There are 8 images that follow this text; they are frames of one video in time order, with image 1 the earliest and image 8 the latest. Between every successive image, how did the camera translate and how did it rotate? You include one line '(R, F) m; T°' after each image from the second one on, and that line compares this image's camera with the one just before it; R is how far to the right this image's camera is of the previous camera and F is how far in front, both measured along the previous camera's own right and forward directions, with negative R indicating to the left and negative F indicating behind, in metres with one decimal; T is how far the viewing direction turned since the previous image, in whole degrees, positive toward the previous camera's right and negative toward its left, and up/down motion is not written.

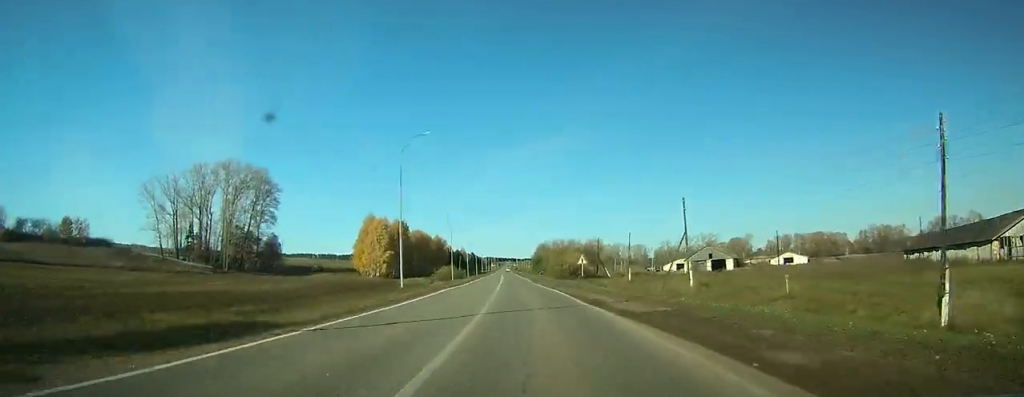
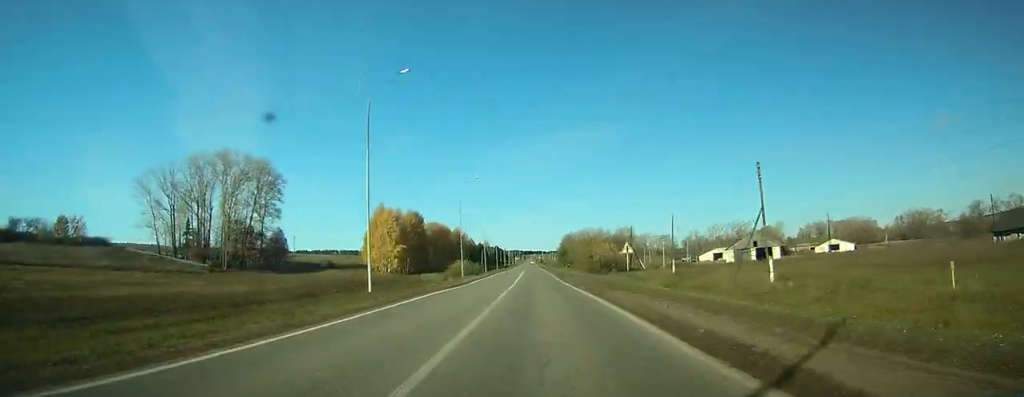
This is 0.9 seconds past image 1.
(-0.8, +13.8) m; -2°
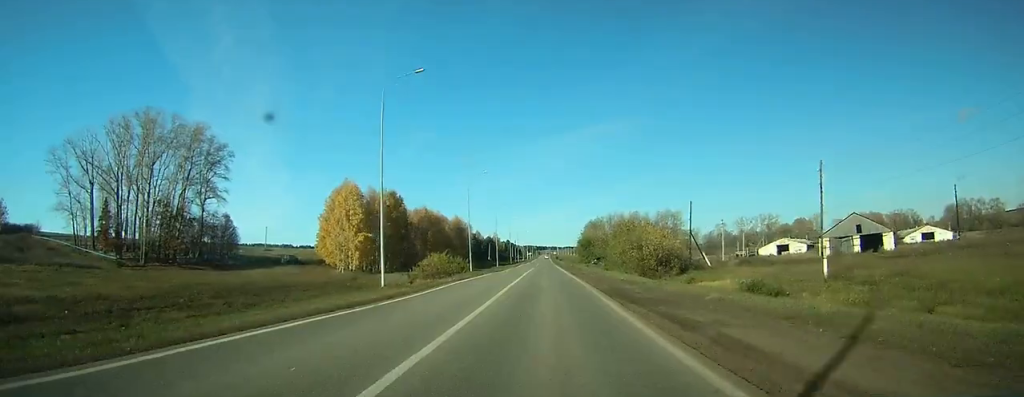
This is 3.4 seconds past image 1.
(-1.9, +38.5) m; -4°
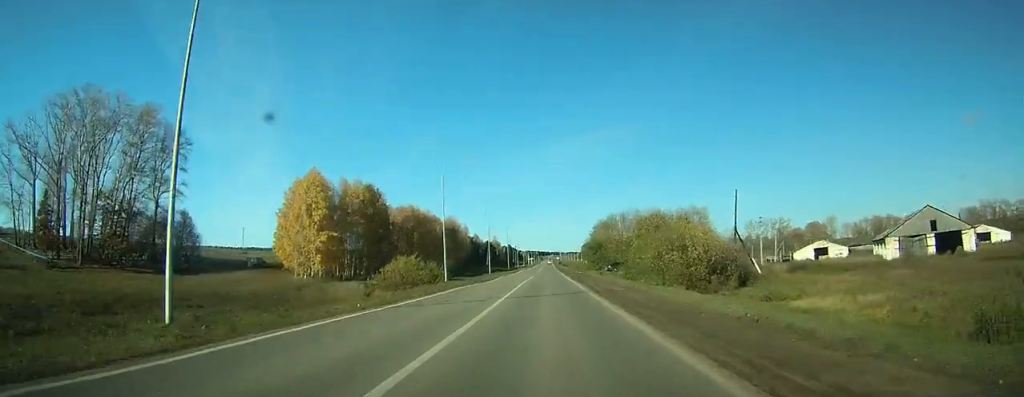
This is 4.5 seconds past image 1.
(-0.1, +19.0) m; 0°
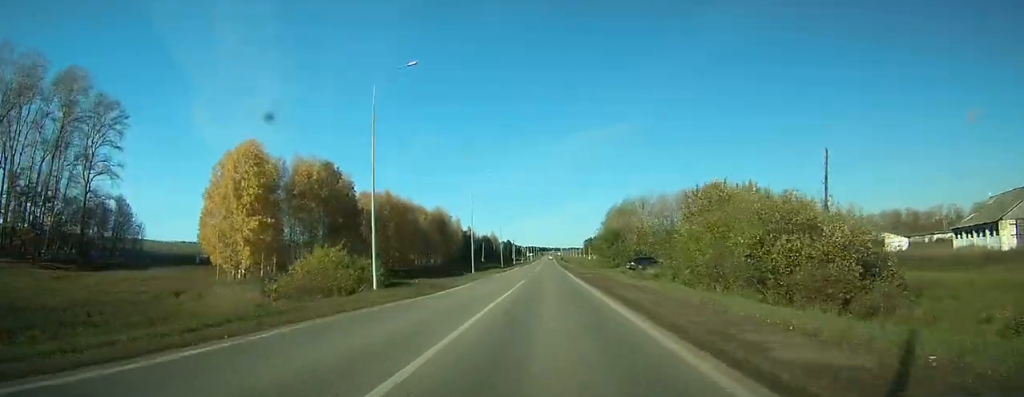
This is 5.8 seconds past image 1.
(0.0, +21.7) m; 0°
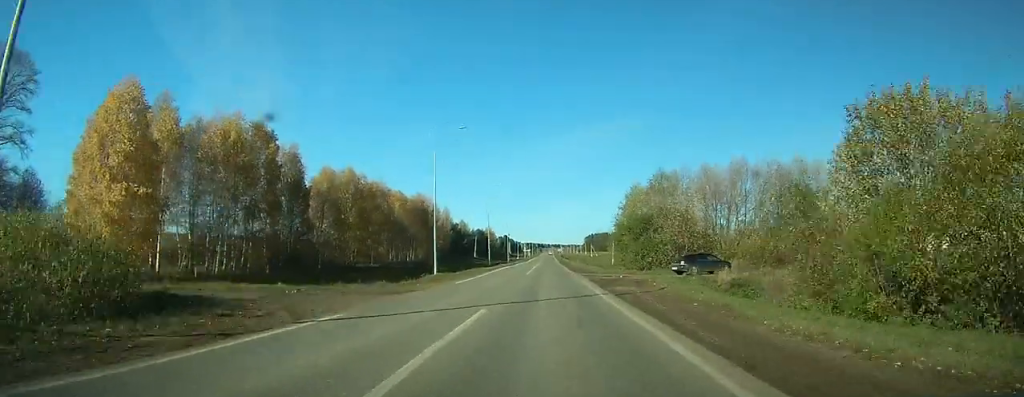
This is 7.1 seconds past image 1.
(0.0, +24.2) m; 0°
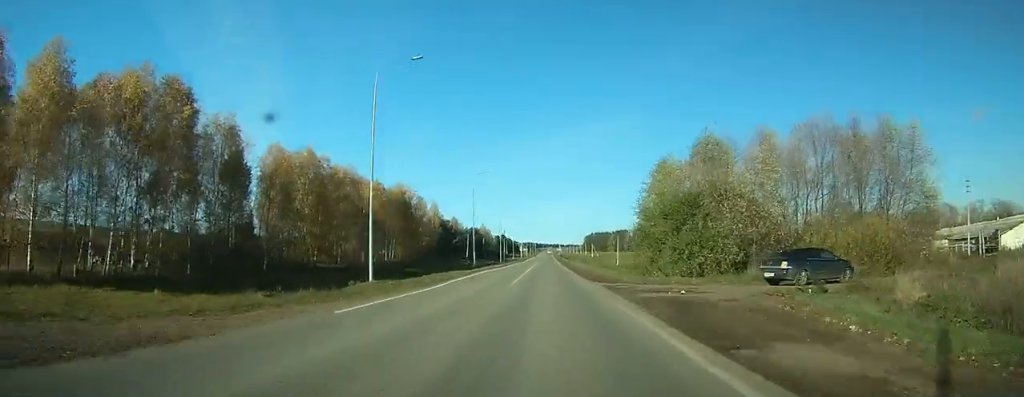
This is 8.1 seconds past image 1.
(0.0, +18.4) m; 0°
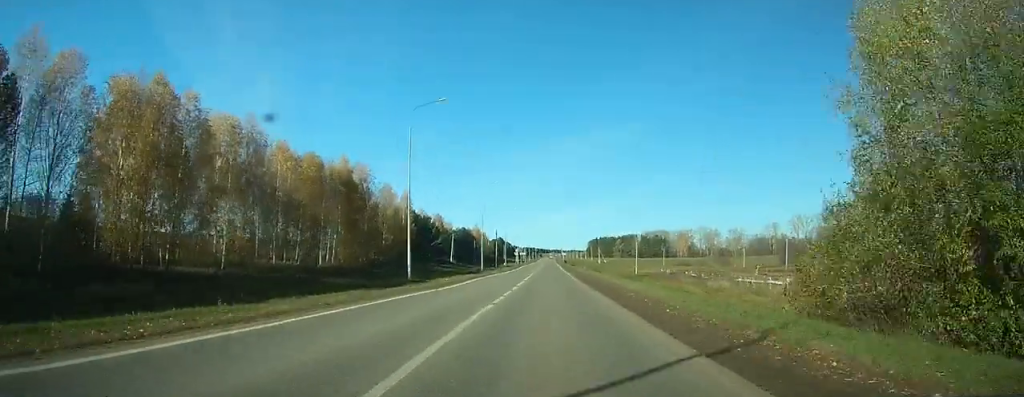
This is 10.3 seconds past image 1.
(0.0, +41.0) m; 0°
